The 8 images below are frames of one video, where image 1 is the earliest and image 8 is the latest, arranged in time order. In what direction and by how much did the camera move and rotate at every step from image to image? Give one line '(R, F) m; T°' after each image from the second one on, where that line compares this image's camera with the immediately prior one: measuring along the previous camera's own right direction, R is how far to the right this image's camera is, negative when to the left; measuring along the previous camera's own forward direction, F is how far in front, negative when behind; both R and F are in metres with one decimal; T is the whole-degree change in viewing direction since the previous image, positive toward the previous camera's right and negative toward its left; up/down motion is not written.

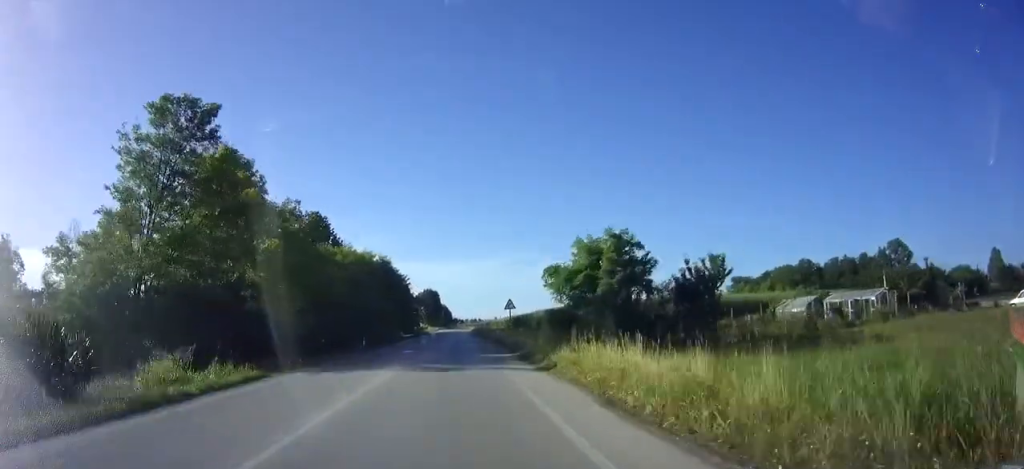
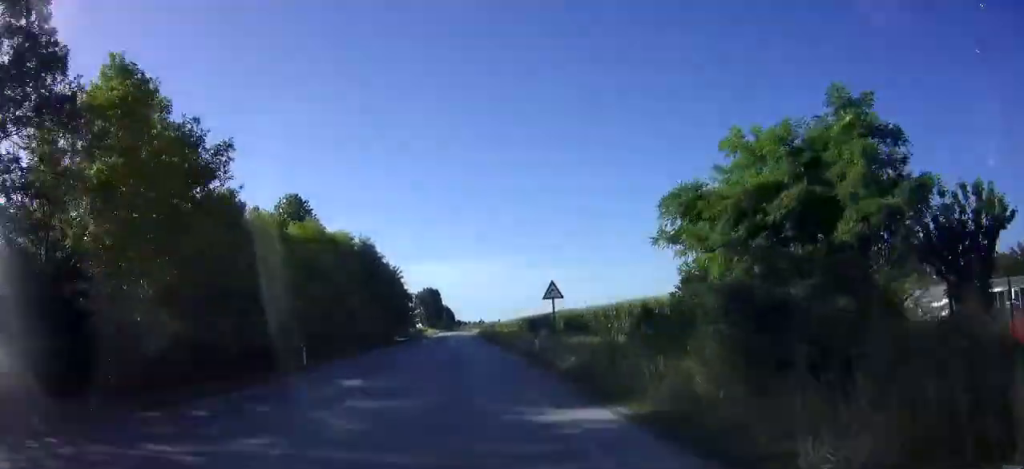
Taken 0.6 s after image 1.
(0.0, +16.4) m; 0°
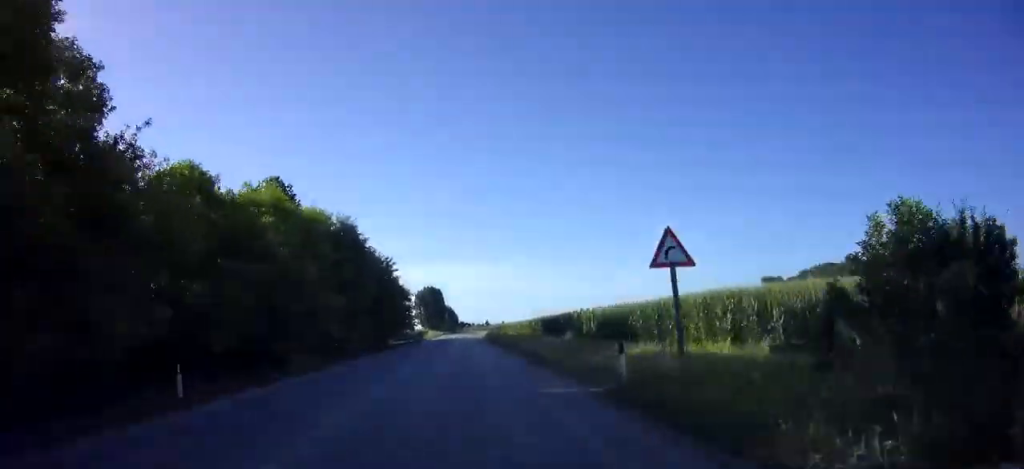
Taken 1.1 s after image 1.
(-0.1, +11.2) m; 0°
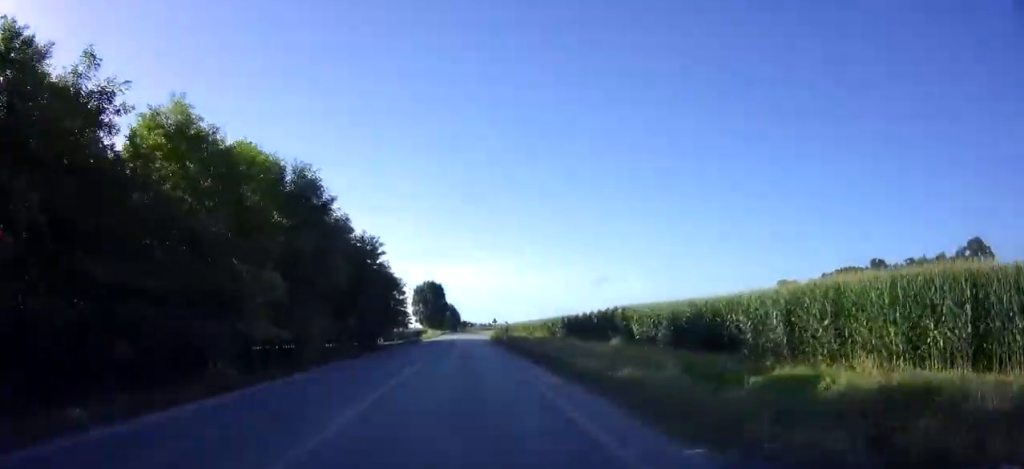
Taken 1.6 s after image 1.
(0.0, +12.8) m; 0°
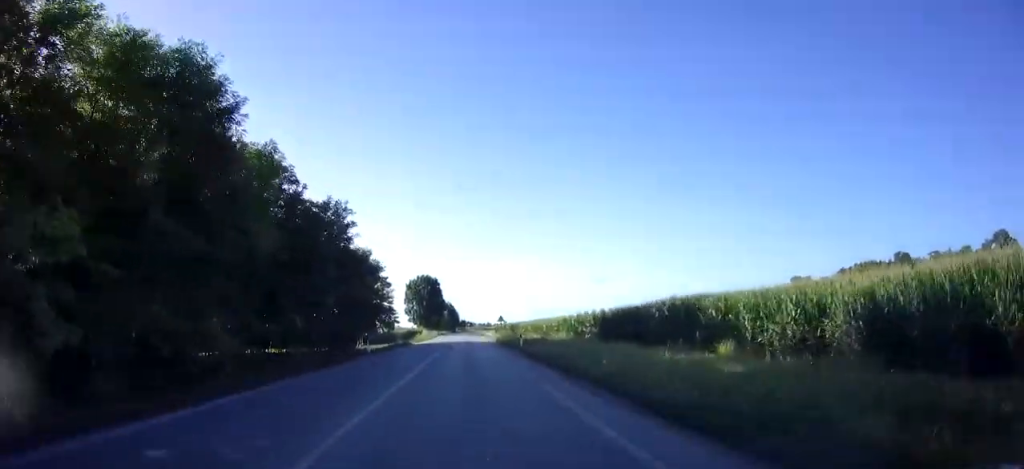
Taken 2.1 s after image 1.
(0.0, +13.6) m; 0°
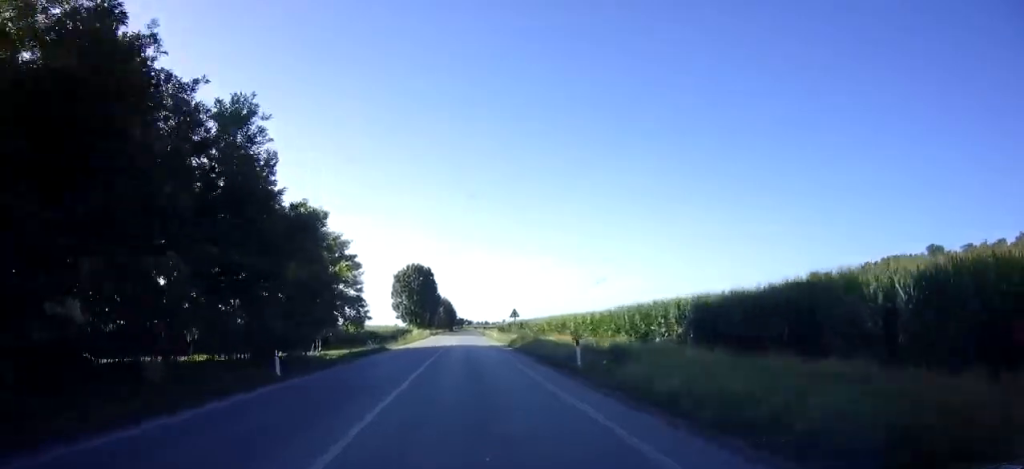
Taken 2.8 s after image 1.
(0.0, +17.1) m; 0°
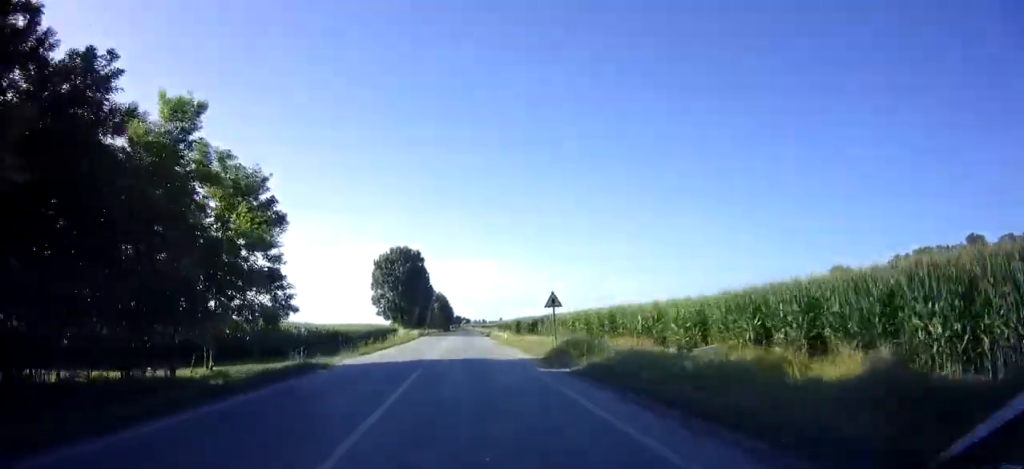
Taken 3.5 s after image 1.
(0.0, +18.8) m; 0°
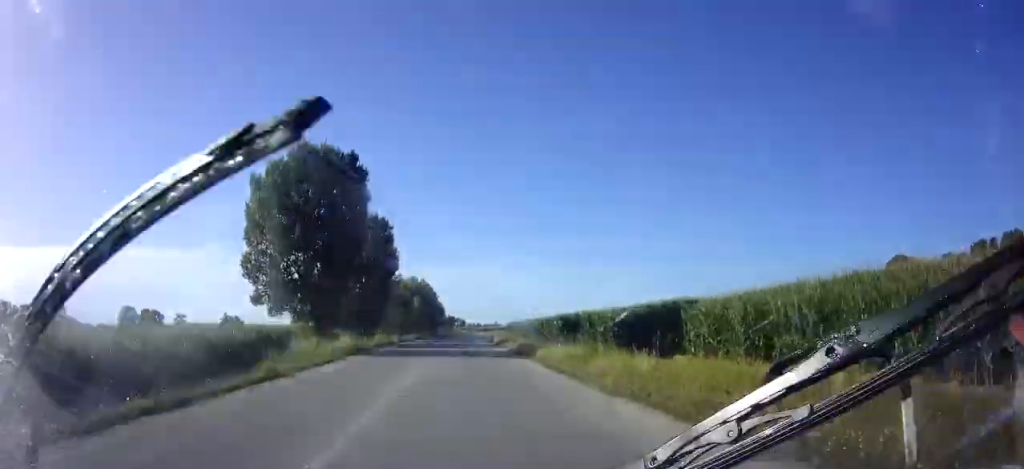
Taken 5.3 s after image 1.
(+0.4, +44.8) m; +1°
